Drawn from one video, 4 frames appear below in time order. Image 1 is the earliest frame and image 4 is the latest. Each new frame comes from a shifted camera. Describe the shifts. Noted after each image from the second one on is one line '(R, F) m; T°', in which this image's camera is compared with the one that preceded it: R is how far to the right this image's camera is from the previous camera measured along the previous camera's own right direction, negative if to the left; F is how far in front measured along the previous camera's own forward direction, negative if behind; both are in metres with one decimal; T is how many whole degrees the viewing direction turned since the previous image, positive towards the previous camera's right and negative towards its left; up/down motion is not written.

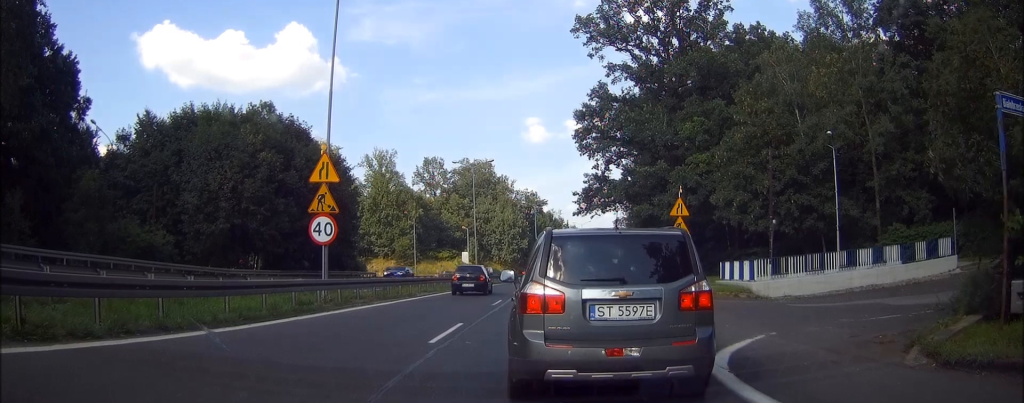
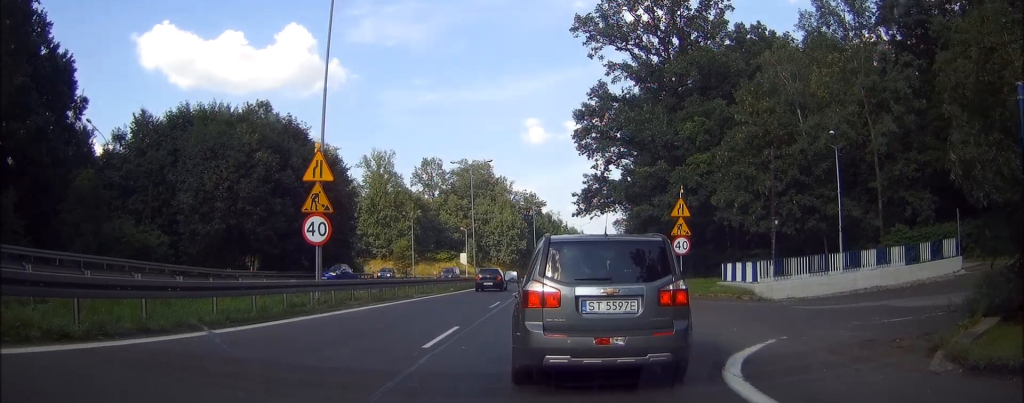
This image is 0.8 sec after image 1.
(0.0, +0.9) m; 0°
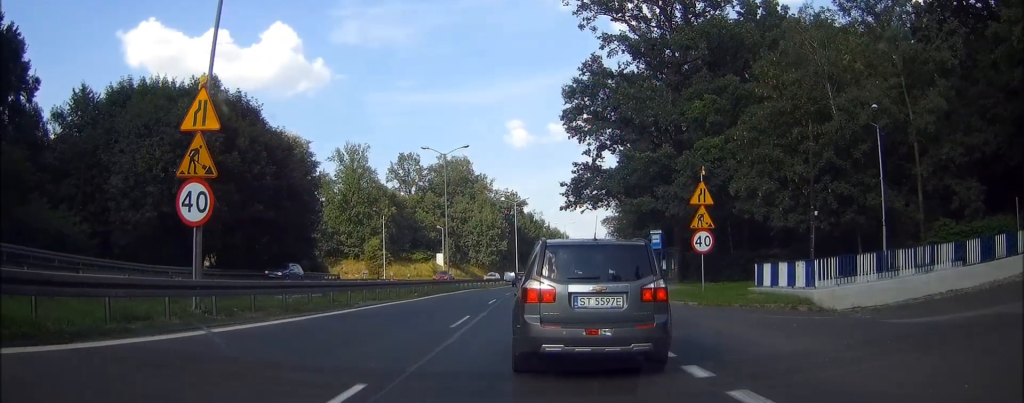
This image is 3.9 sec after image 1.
(-0.4, +7.1) m; -2°
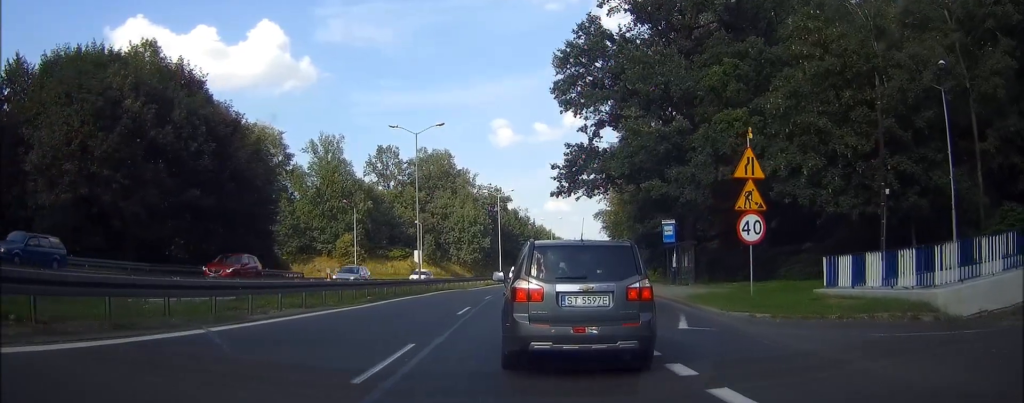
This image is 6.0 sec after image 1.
(+0.2, +8.3) m; +1°
